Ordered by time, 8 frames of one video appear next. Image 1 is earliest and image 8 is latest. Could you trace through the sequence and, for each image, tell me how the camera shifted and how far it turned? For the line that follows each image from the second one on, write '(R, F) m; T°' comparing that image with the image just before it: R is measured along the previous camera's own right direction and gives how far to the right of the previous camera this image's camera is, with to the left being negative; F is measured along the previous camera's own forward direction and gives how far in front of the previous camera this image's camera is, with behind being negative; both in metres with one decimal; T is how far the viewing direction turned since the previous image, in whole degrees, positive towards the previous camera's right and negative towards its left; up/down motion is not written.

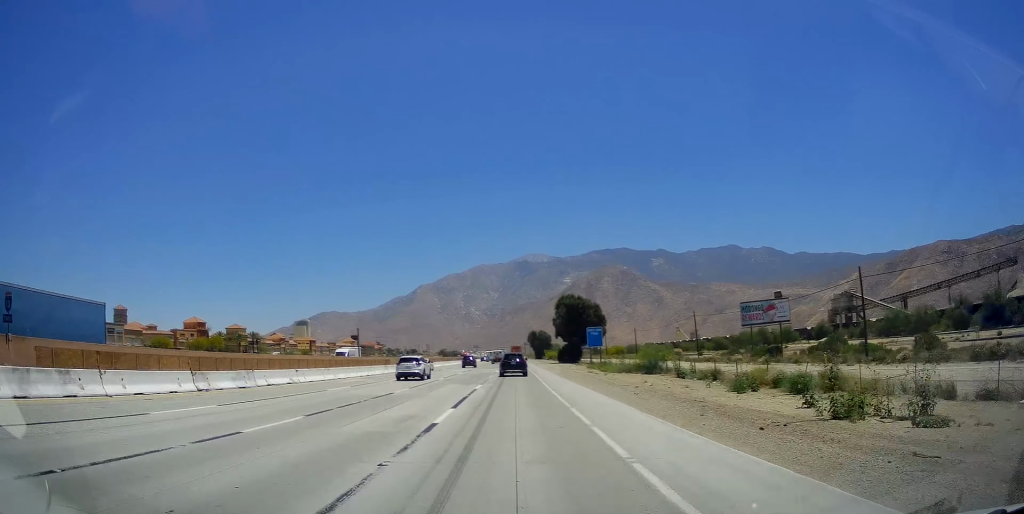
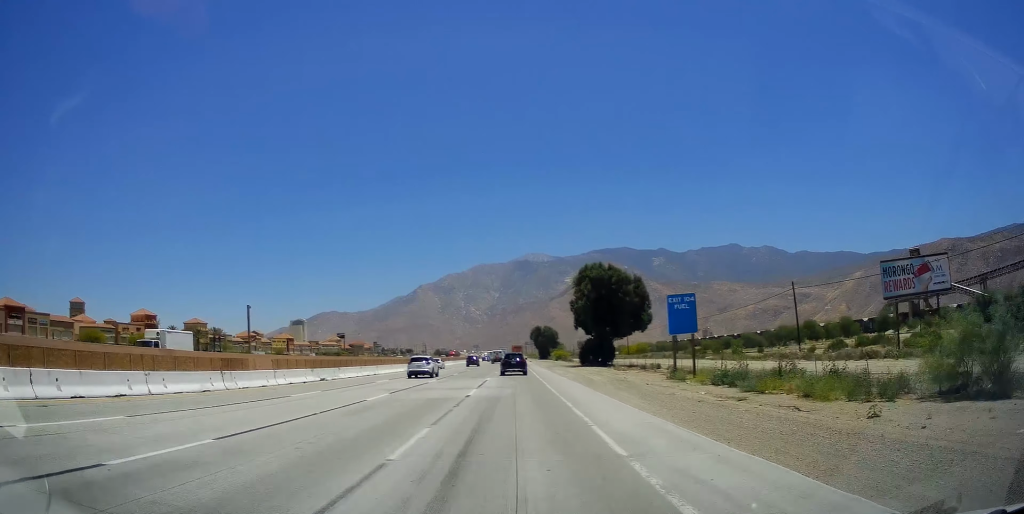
(-0.1, +34.3) m; 0°
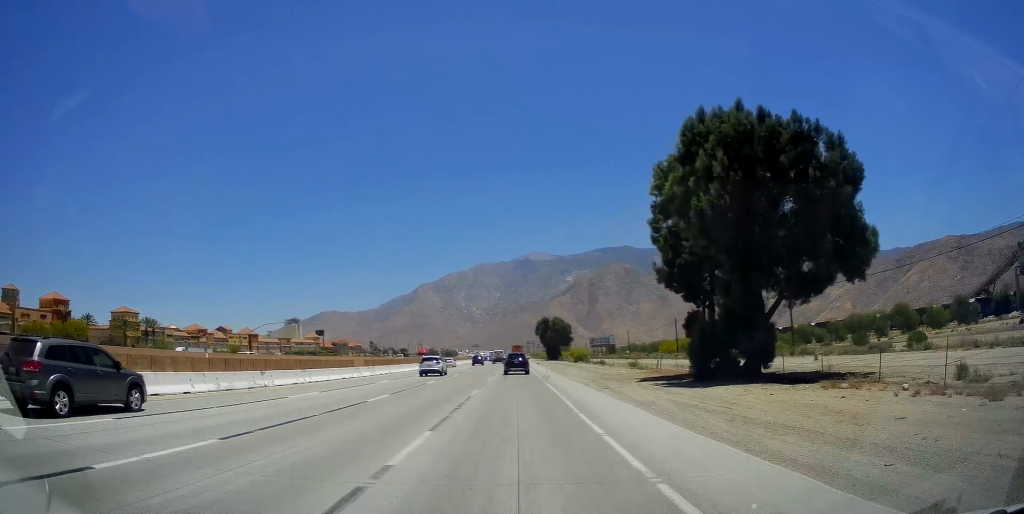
(0.0, +42.8) m; +1°
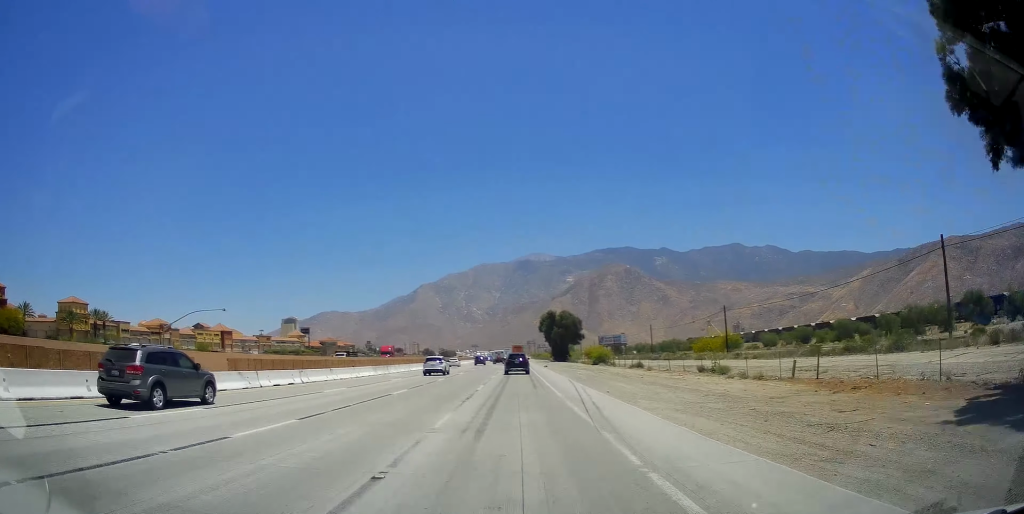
(+0.2, +24.2) m; 0°
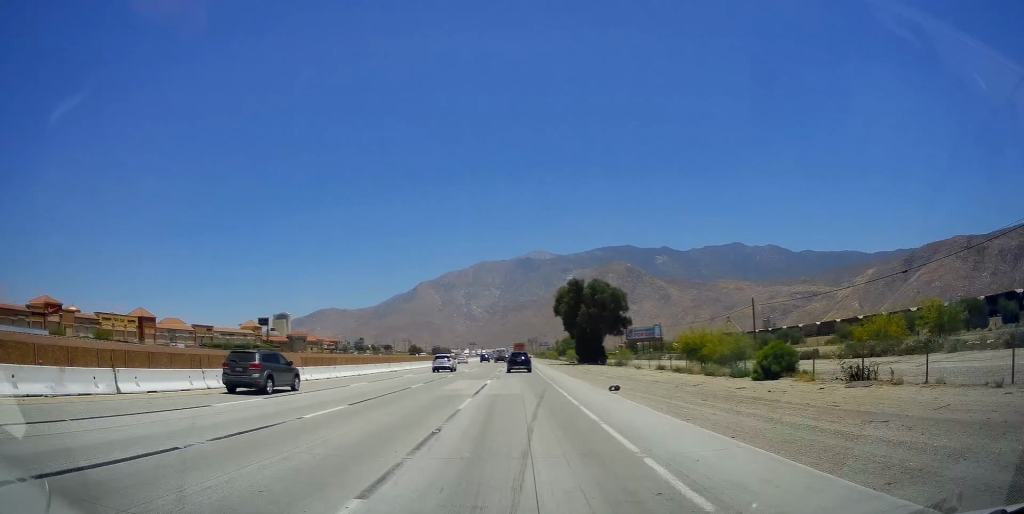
(-0.7, +55.2) m; -1°
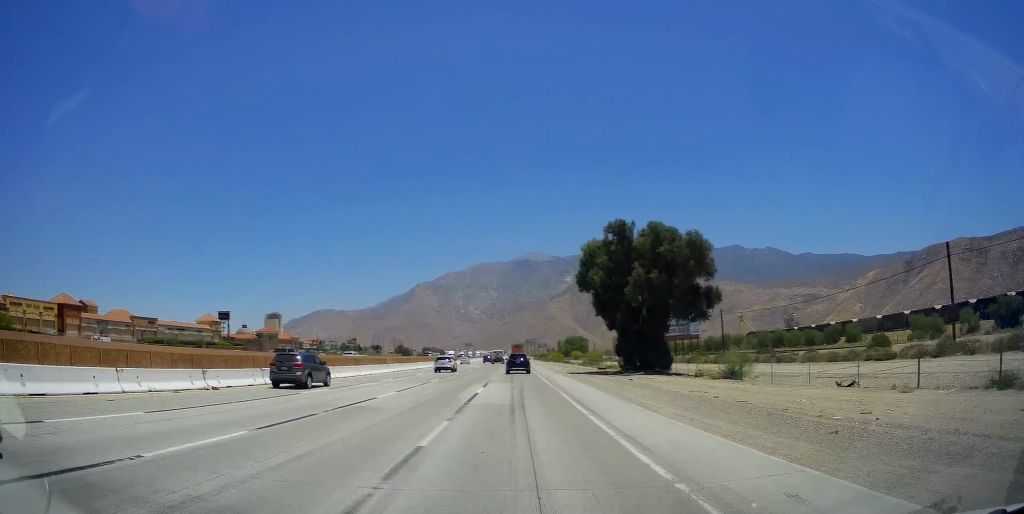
(+0.5, +36.2) m; 0°
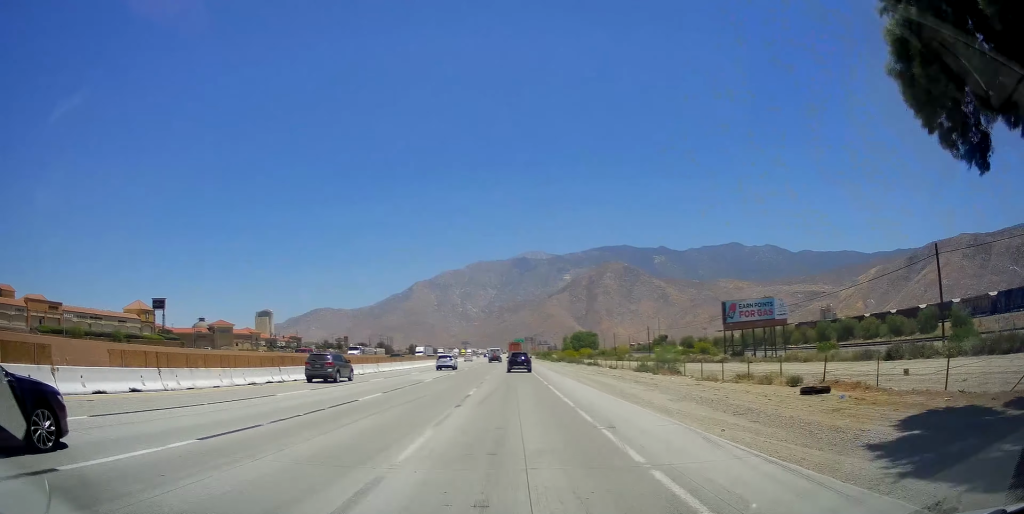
(-0.5, +43.9) m; -1°
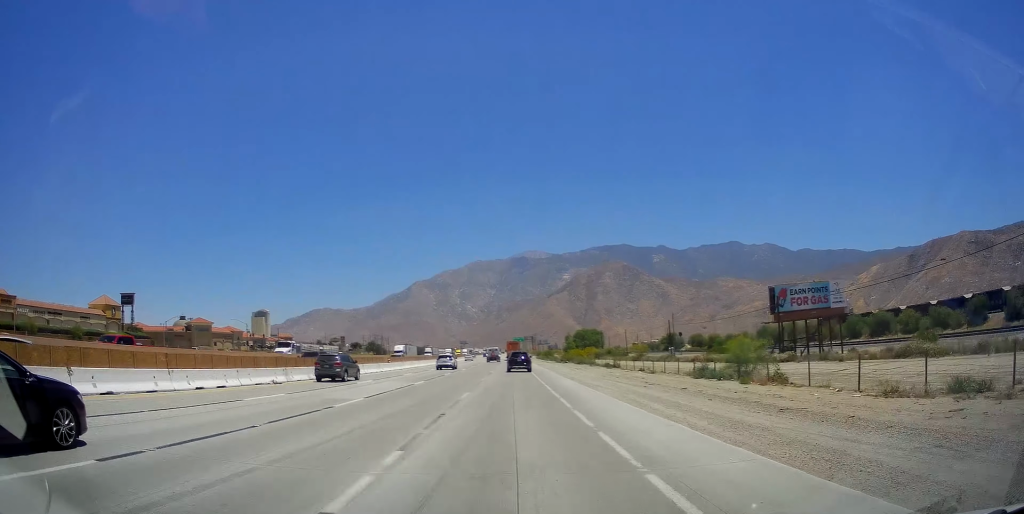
(+0.1, +16.3) m; 0°
